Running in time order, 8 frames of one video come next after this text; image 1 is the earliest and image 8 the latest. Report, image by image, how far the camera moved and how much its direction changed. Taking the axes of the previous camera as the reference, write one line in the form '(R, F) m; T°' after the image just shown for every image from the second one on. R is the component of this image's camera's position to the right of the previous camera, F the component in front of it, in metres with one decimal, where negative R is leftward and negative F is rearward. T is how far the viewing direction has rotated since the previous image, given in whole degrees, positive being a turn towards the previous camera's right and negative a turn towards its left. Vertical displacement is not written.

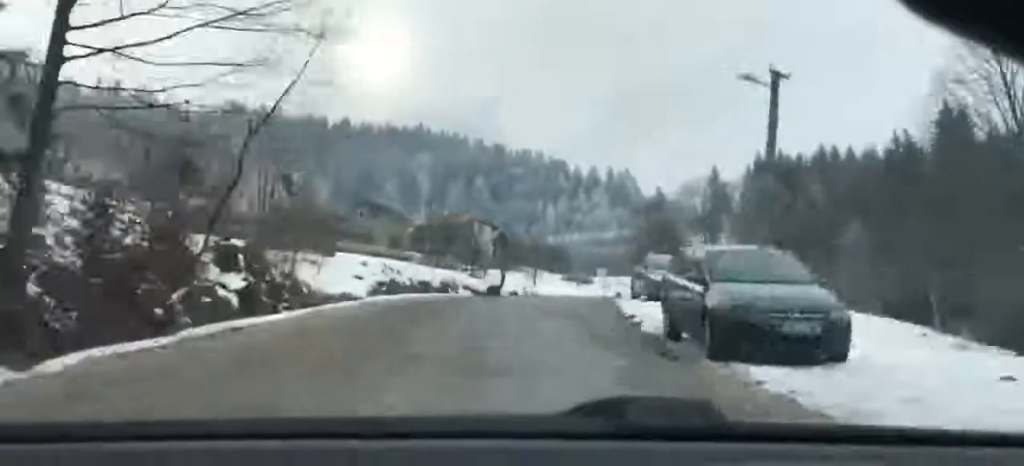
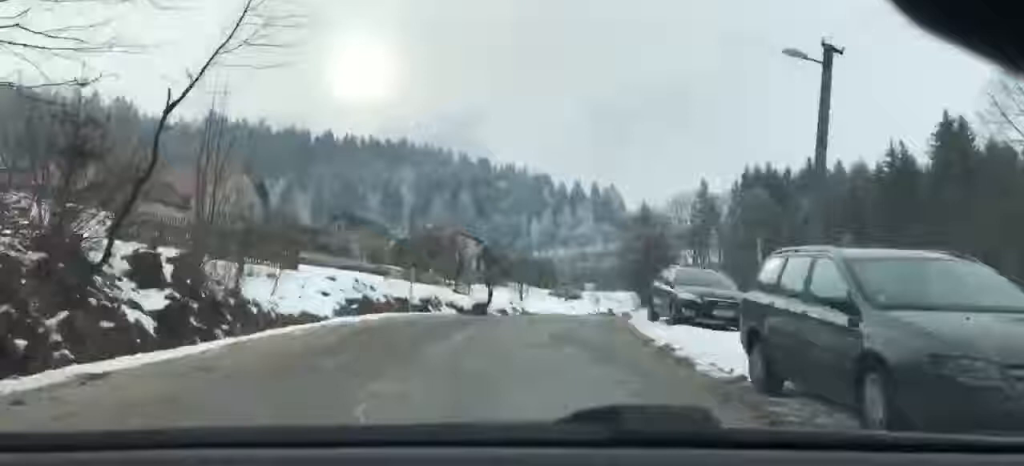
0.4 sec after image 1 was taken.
(0.0, +5.8) m; 0°
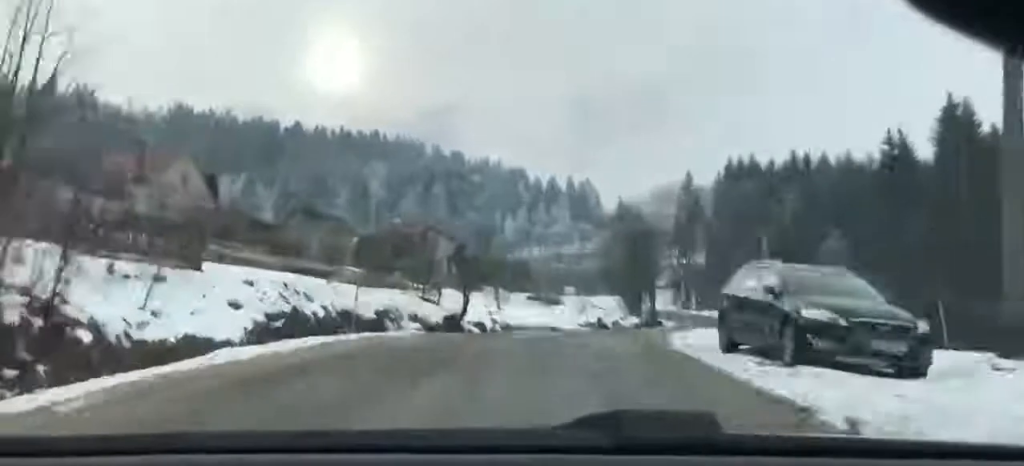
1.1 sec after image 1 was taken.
(0.0, +10.3) m; +1°
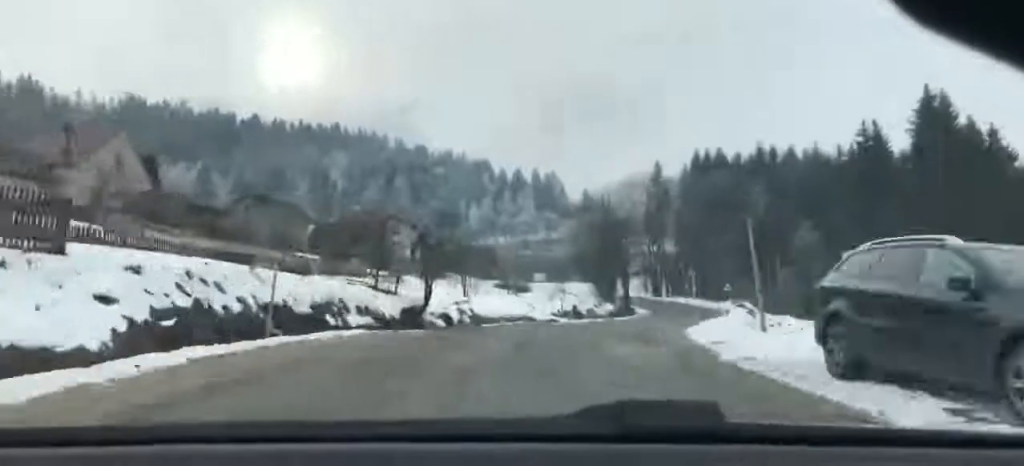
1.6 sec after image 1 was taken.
(+0.1, +6.3) m; +1°
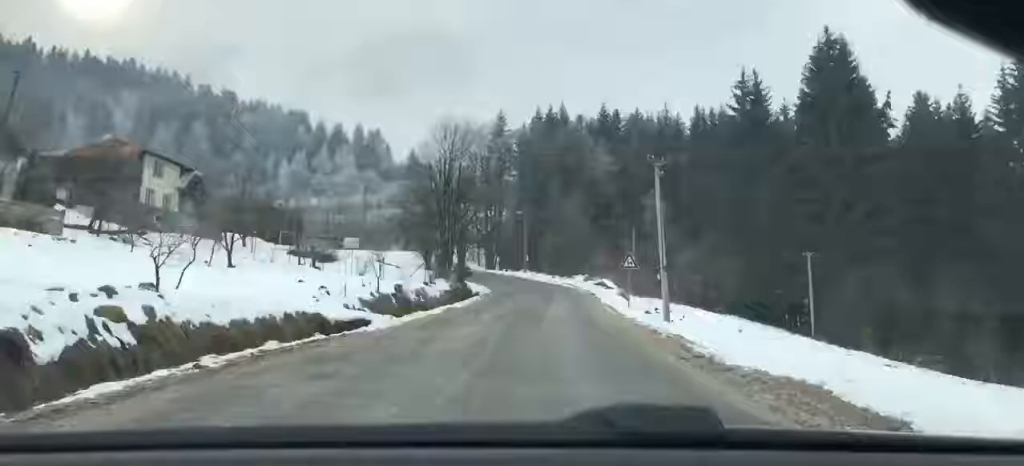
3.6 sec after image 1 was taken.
(+0.8, +20.1) m; +4°
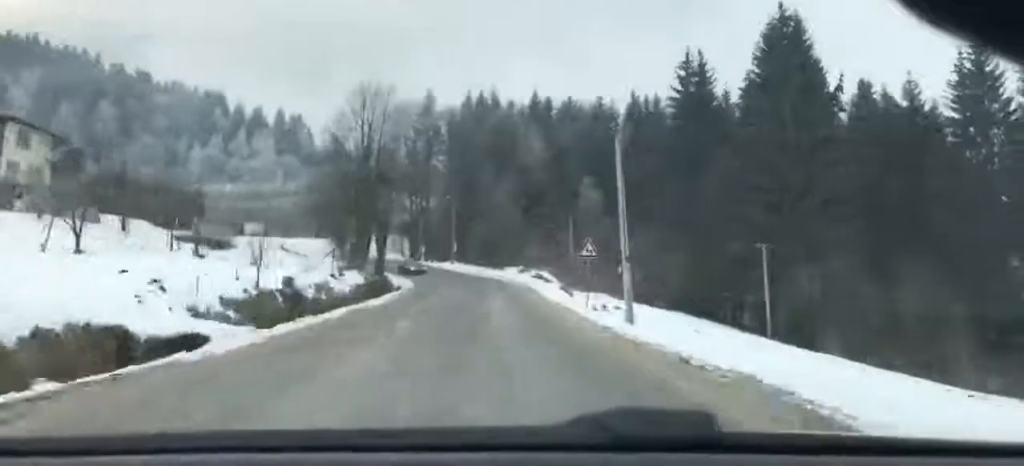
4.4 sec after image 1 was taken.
(+0.1, +6.8) m; +2°
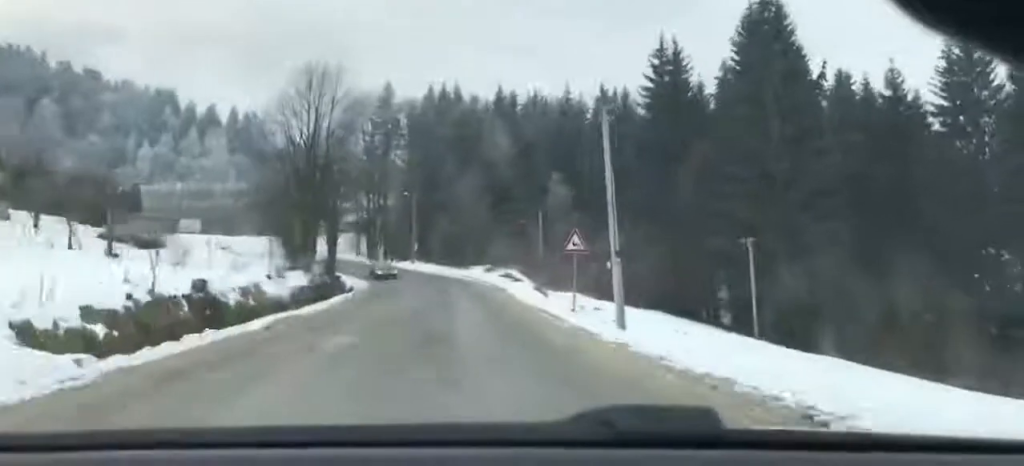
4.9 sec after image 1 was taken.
(-0.1, +4.5) m; +4°
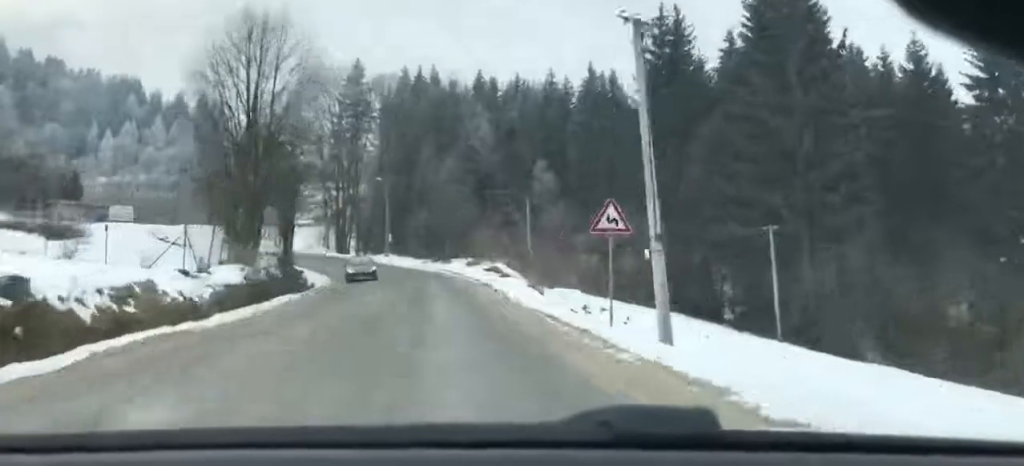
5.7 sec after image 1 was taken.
(+0.5, +7.7) m; +6°
